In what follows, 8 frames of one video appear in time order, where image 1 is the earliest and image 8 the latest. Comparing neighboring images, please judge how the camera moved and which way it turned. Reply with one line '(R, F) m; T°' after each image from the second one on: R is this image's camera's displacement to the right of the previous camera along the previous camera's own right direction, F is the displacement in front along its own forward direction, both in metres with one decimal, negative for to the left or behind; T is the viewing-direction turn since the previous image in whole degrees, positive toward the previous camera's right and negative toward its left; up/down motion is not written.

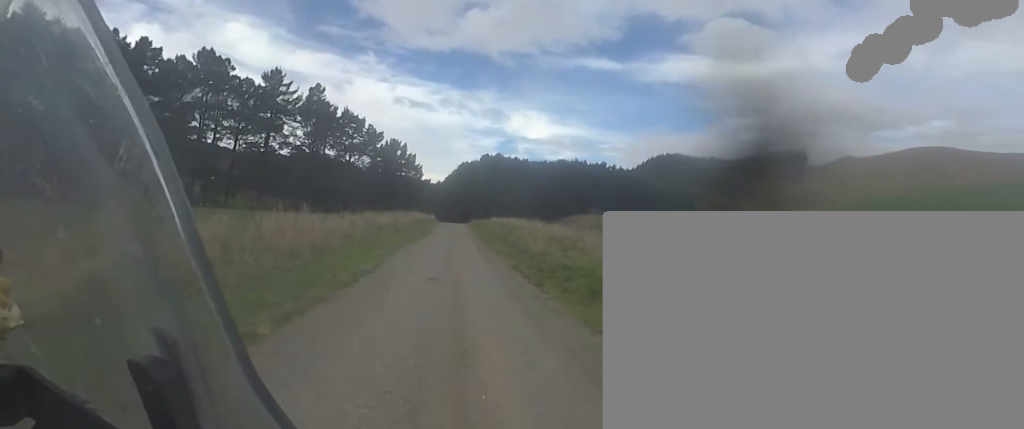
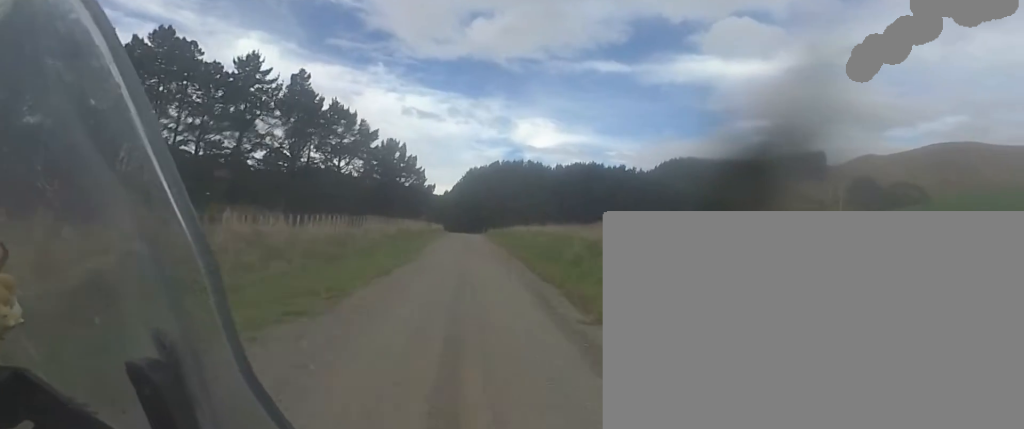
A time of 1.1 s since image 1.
(-0.6, +19.6) m; 0°
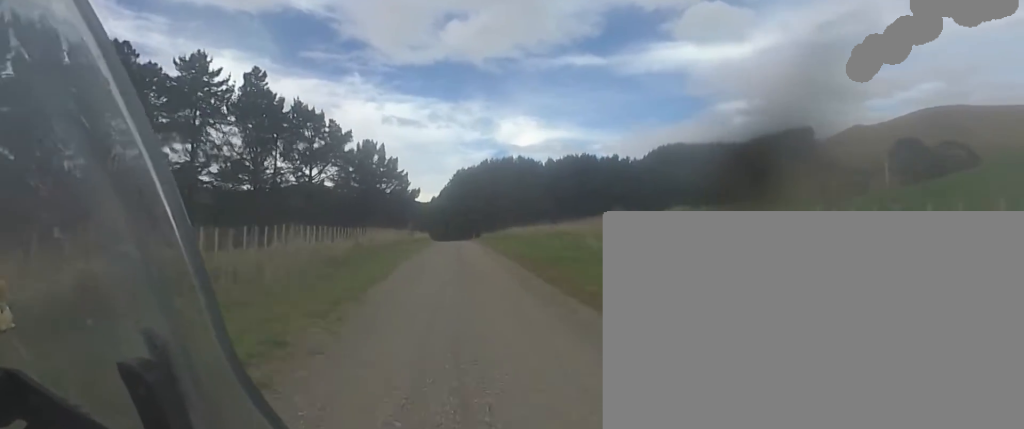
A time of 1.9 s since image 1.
(+0.1, +11.8) m; +1°
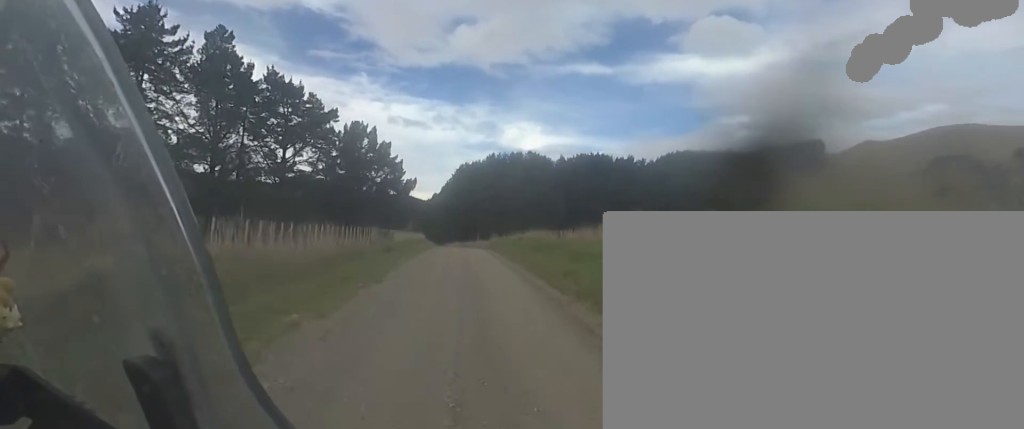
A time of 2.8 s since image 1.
(+0.5, +14.9) m; -1°
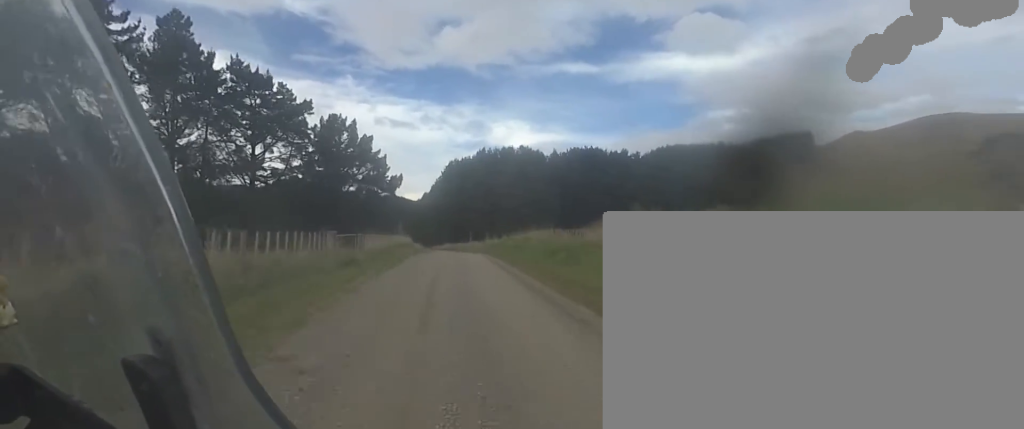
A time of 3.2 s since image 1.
(-0.3, +6.2) m; -1°
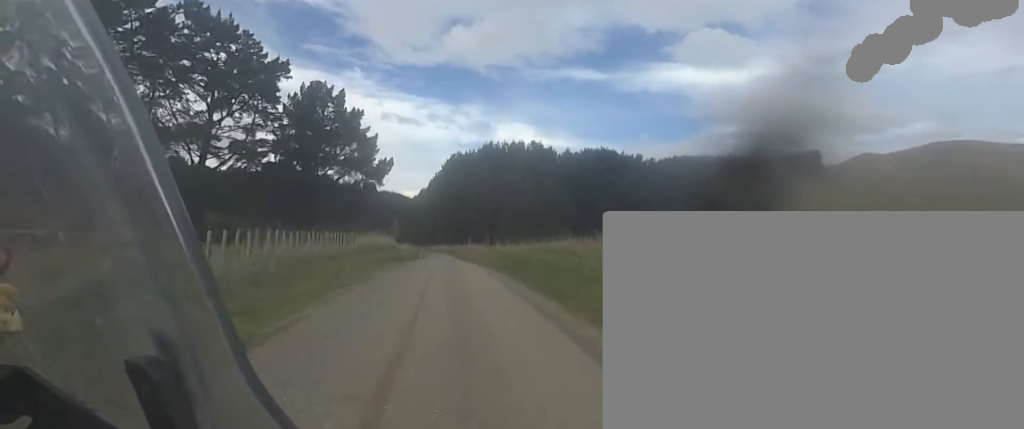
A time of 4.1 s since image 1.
(-0.3, +14.2) m; 0°
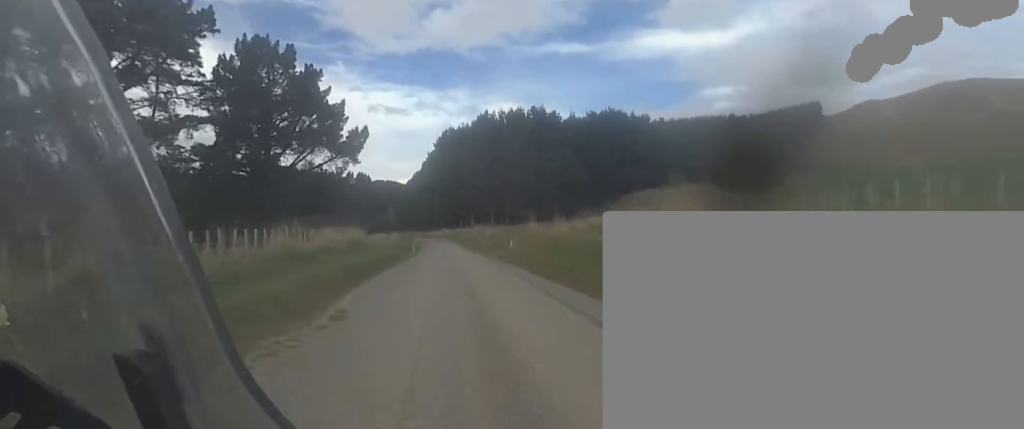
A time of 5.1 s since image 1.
(+0.4, +16.8) m; 0°
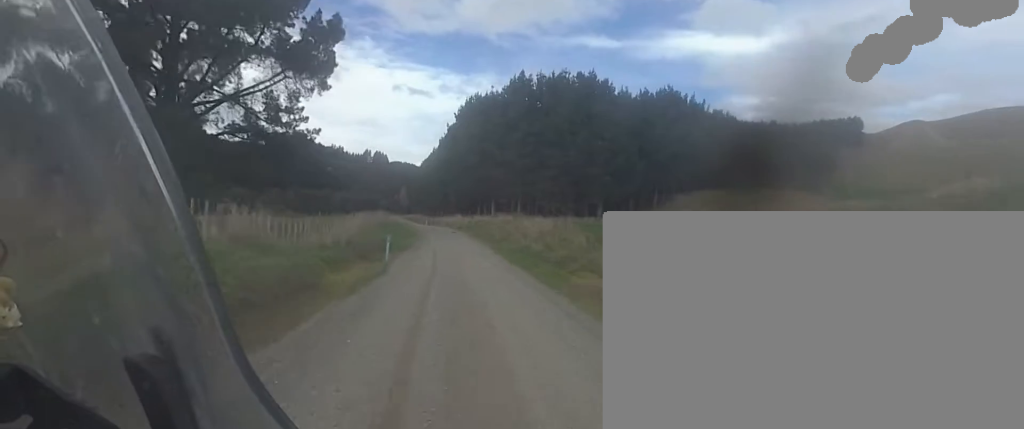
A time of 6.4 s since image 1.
(-1.3, +21.8) m; -4°
